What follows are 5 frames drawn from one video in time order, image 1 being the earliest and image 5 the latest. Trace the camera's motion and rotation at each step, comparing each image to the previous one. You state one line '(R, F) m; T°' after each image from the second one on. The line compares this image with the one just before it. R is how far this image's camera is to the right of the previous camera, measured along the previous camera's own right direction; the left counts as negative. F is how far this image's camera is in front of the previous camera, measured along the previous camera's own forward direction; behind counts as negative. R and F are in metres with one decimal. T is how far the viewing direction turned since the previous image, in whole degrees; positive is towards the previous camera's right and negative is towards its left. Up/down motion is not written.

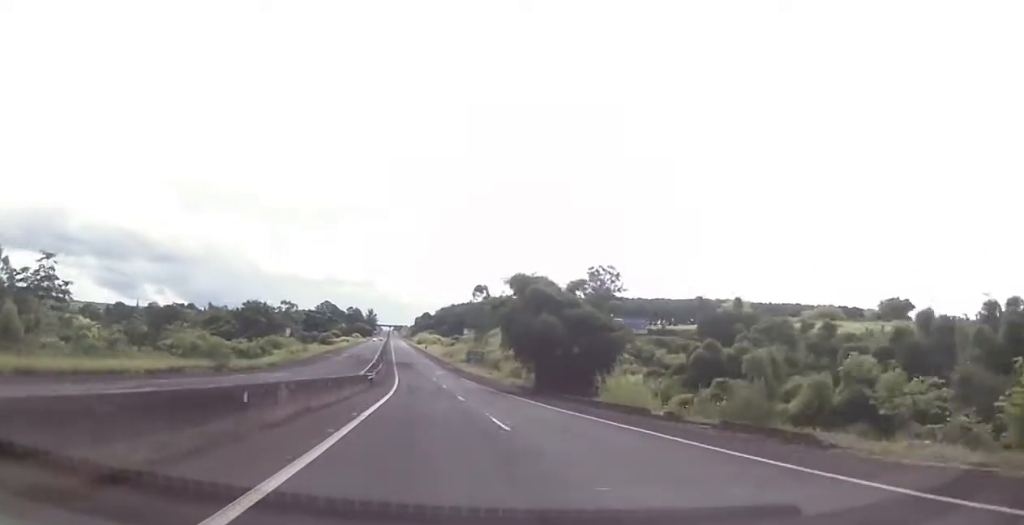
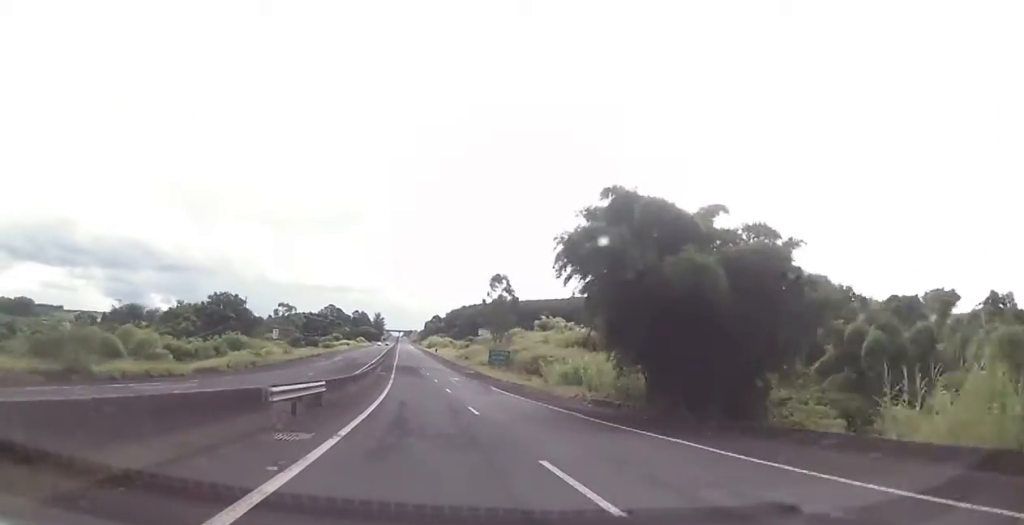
(-0.5, +25.9) m; -1°
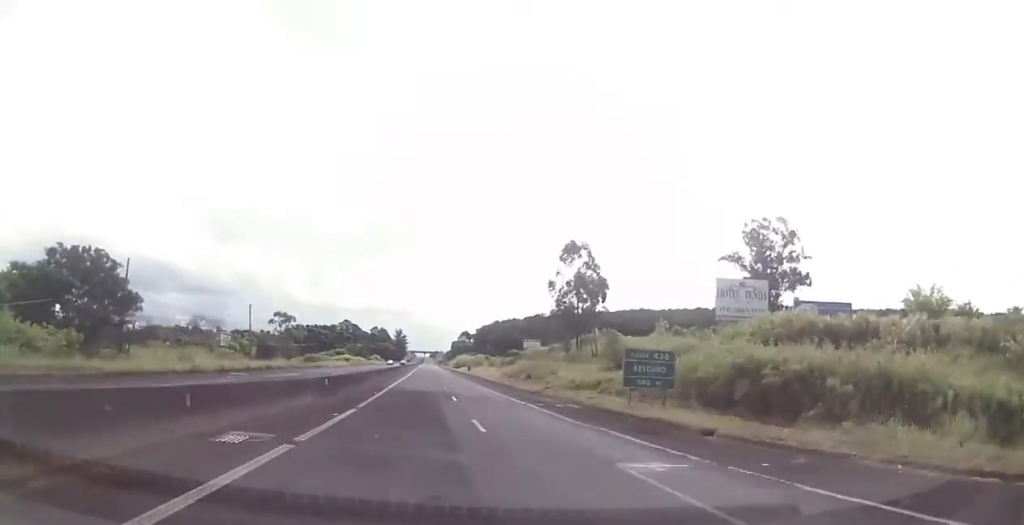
(-0.6, +54.8) m; -2°
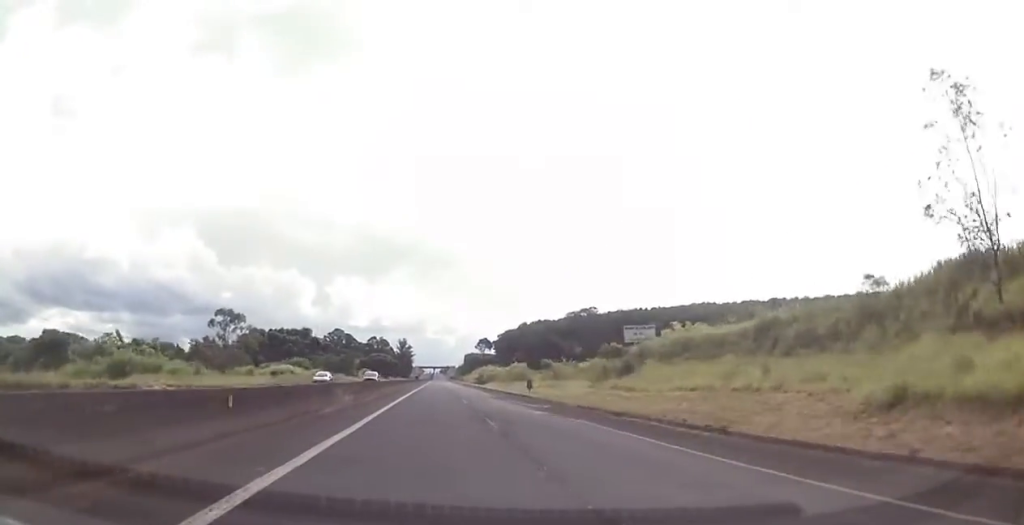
(-2.1, +80.7) m; -2°
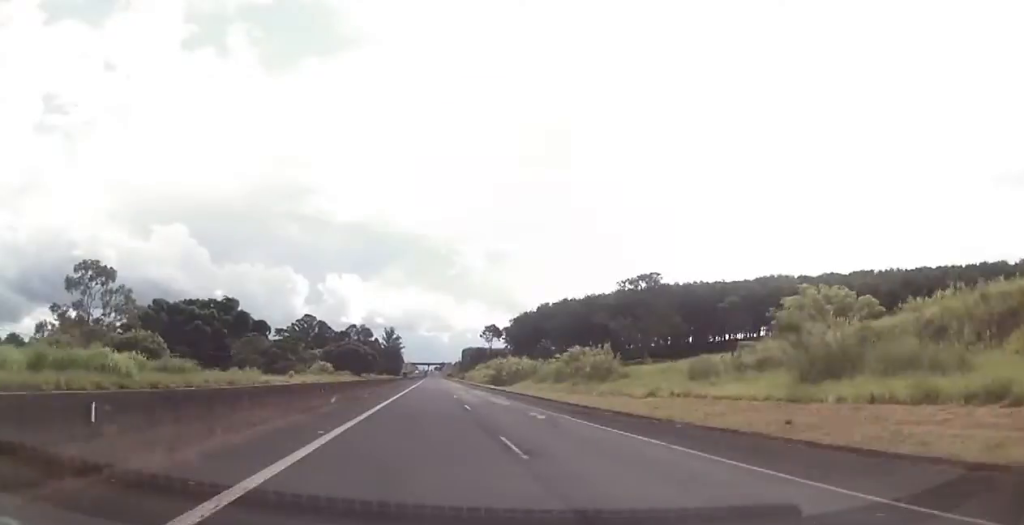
(-1.1, +72.4) m; -1°
